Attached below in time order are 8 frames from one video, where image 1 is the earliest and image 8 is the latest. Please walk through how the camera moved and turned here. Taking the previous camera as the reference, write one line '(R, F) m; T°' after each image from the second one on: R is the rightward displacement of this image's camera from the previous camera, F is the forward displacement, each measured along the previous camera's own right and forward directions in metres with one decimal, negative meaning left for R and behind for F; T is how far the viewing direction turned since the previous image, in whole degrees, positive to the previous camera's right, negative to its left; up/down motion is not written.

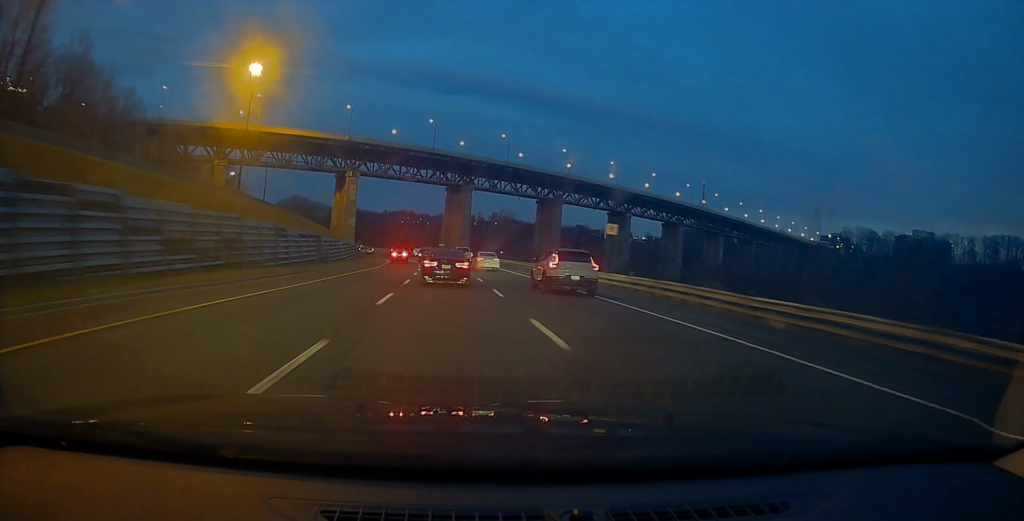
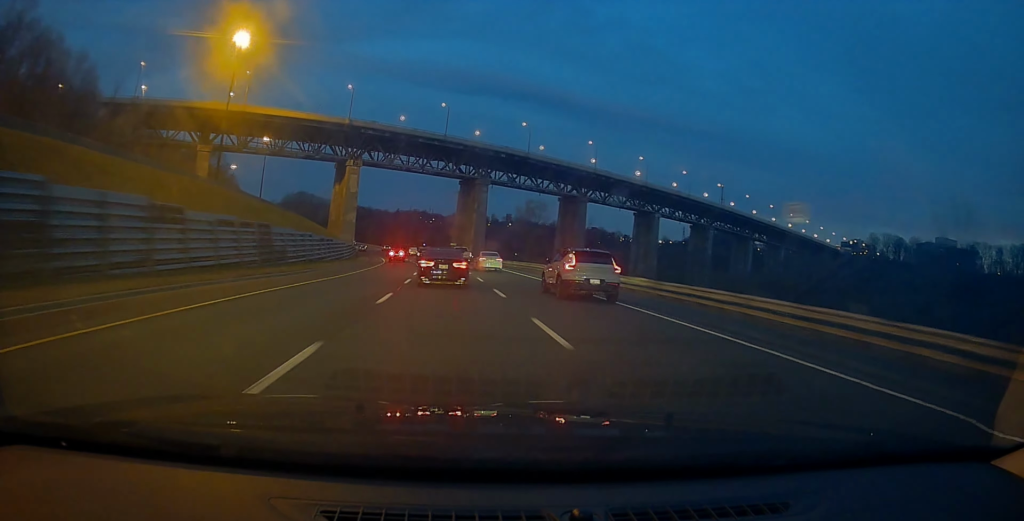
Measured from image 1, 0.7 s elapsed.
(-0.4, +17.8) m; -2°
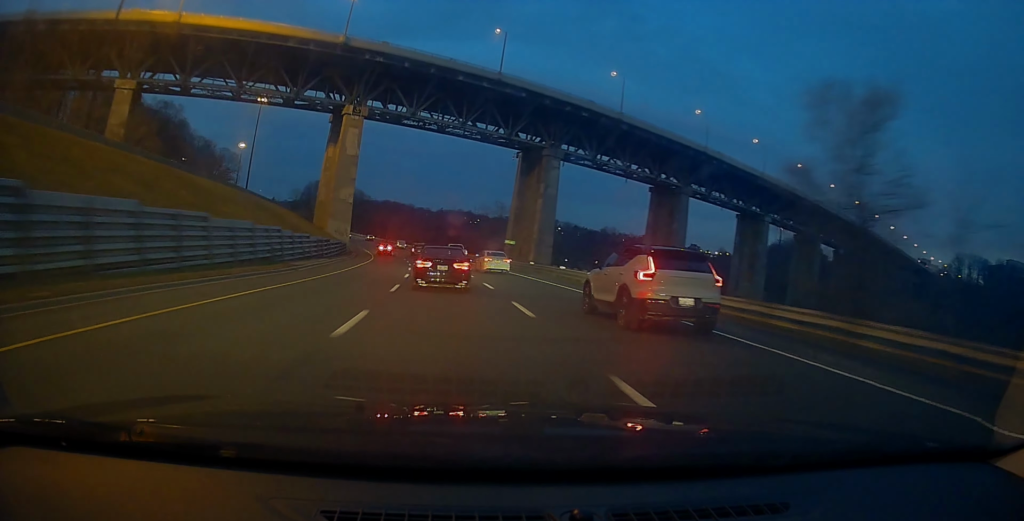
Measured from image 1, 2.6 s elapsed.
(-2.3, +50.0) m; -4°
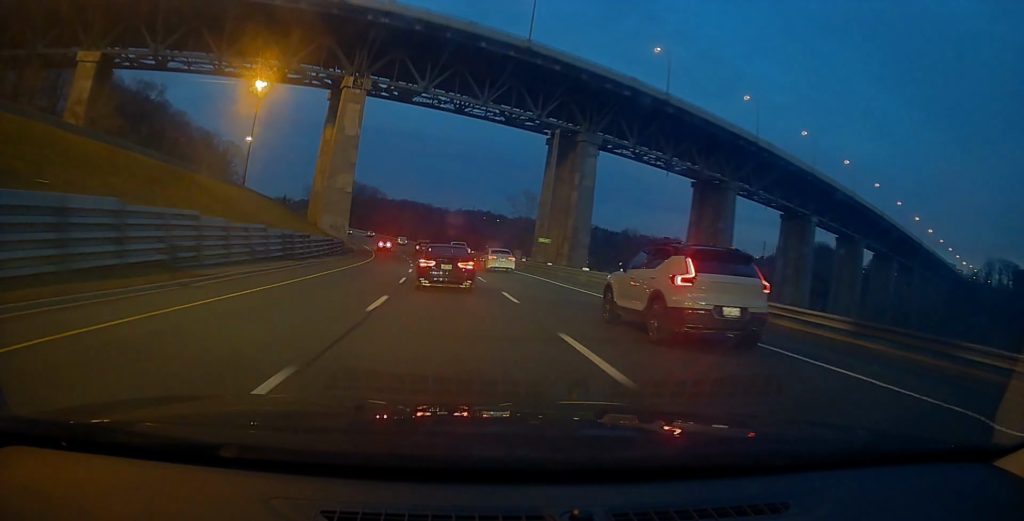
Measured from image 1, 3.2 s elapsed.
(-0.1, +14.8) m; 0°
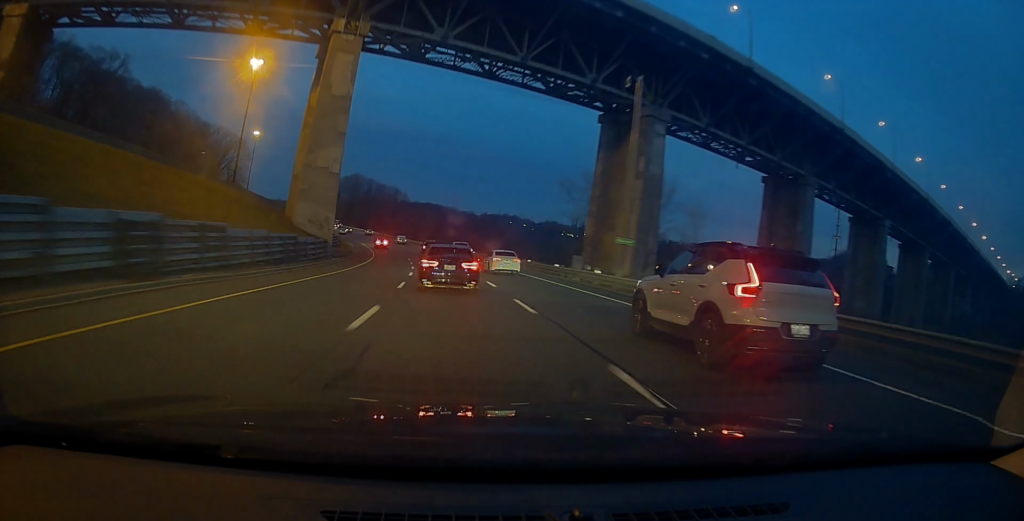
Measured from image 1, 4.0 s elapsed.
(+0.6, +20.9) m; -2°
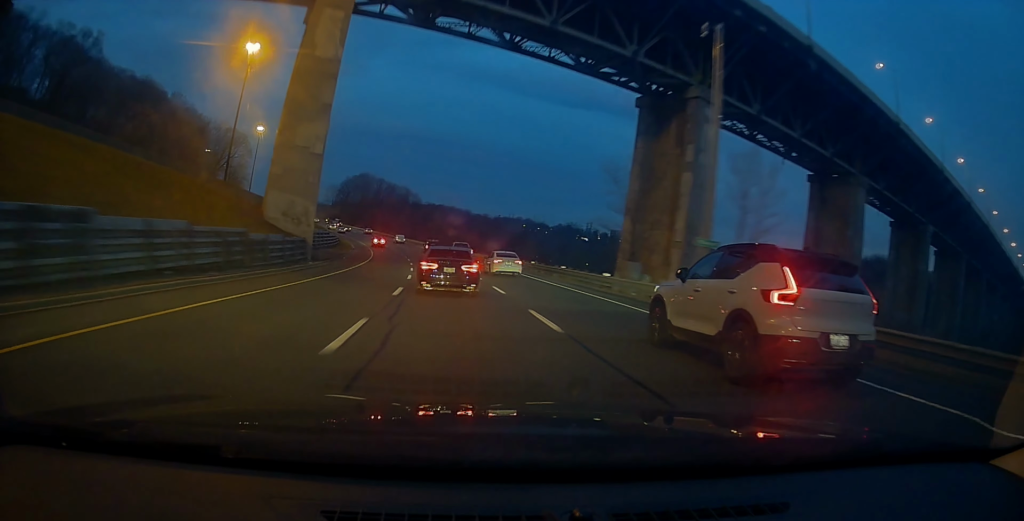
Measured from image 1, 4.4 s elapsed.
(-0.6, +11.3) m; -2°
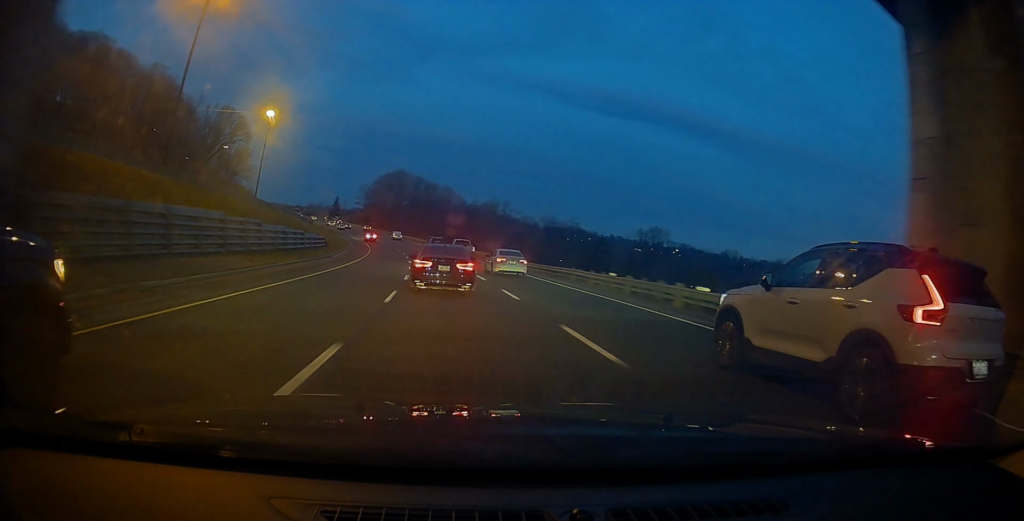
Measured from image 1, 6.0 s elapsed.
(-2.2, +39.8) m; -6°
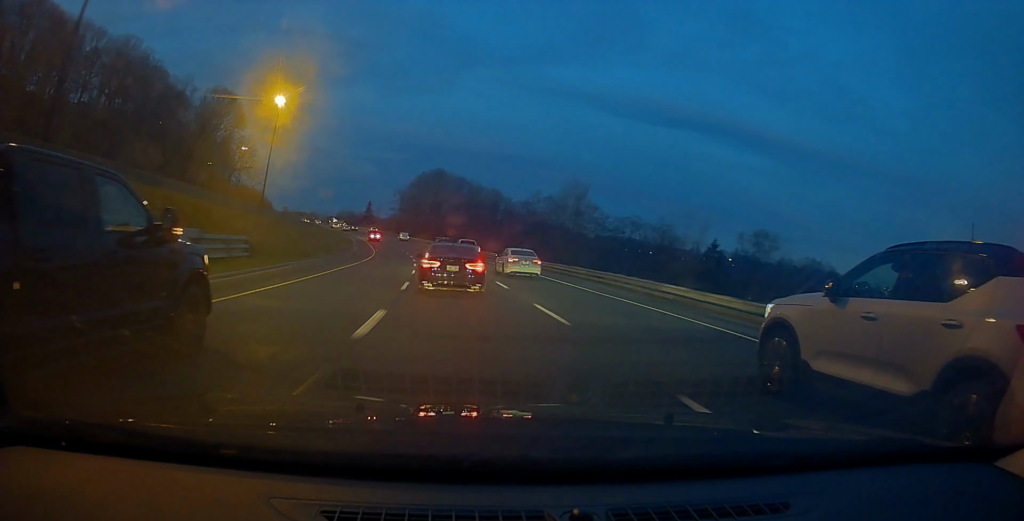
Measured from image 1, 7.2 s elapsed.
(-1.7, +32.0) m; -5°
